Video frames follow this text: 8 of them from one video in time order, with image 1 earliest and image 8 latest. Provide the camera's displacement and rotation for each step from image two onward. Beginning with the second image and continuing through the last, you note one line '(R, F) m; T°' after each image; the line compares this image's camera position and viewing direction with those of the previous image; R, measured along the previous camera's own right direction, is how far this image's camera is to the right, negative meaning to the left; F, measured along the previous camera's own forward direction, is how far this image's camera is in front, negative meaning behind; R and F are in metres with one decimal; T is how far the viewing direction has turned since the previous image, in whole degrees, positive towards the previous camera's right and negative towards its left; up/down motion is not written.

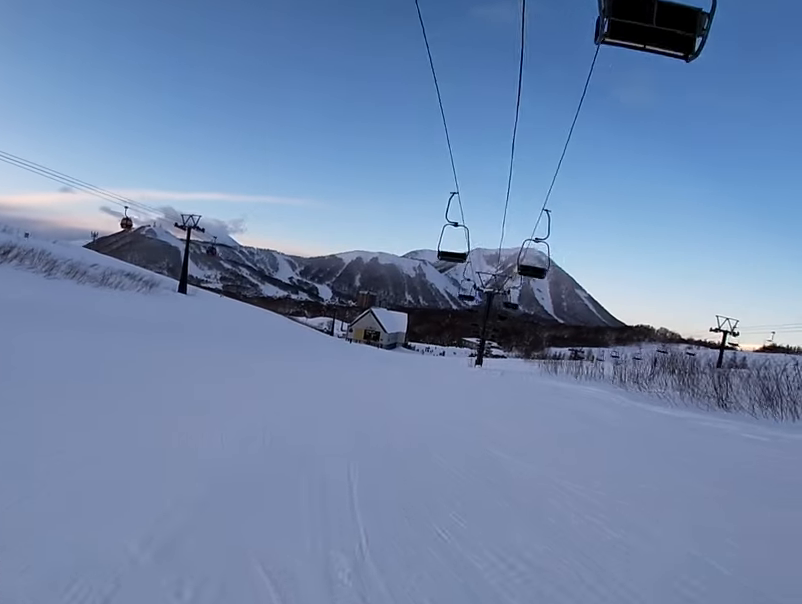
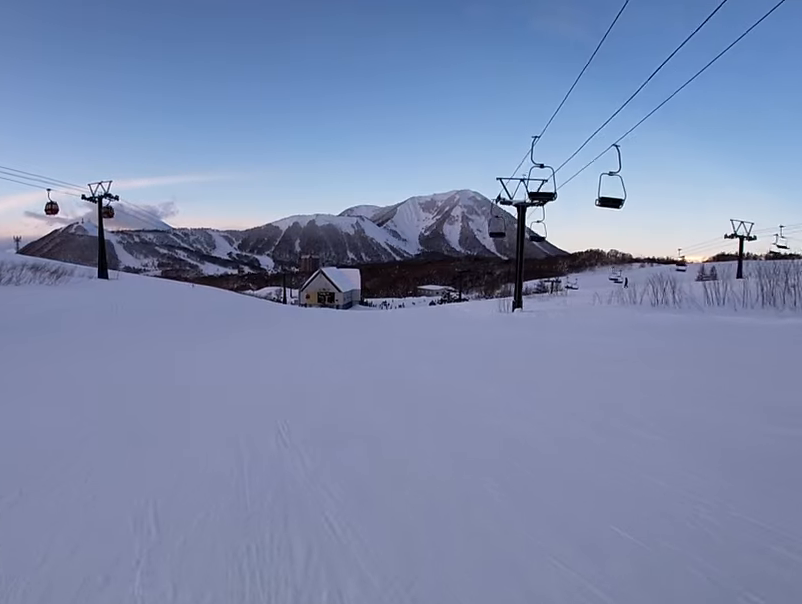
(+0.9, +15.6) m; +4°
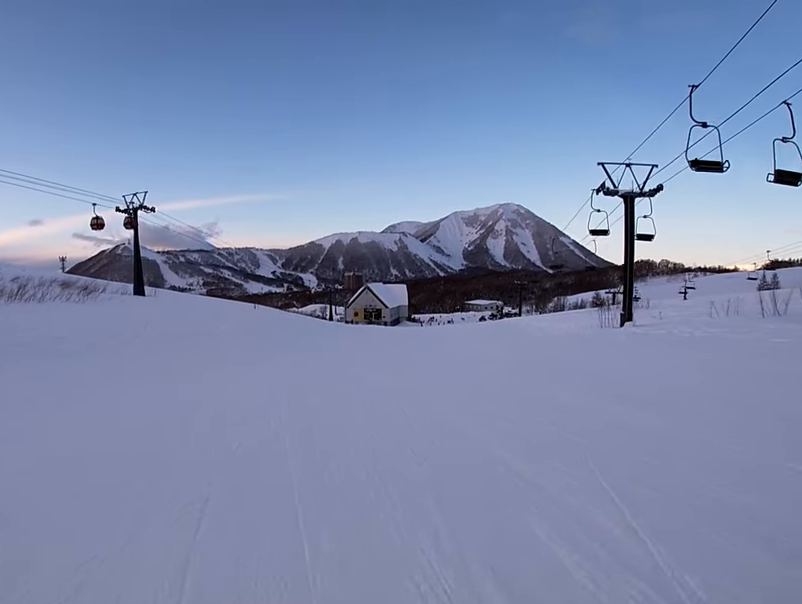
(0.0, +6.9) m; -1°
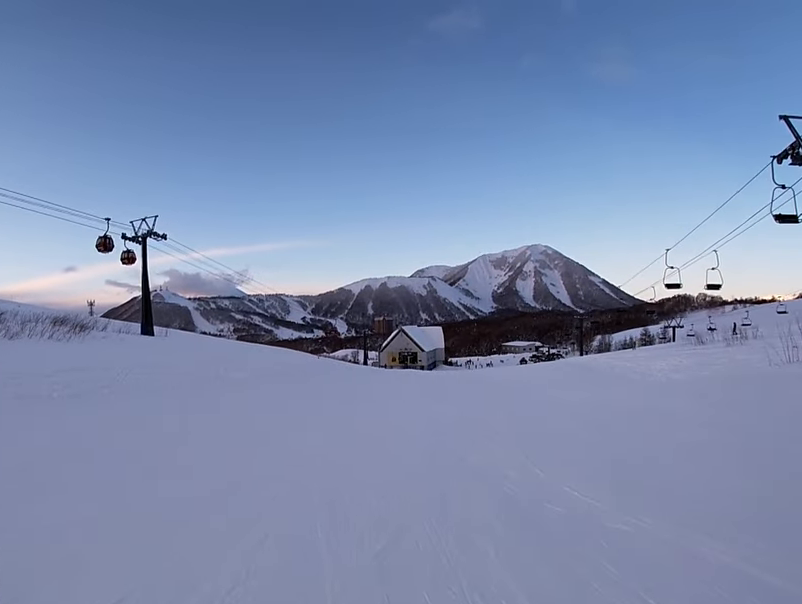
(-0.4, +11.8) m; -4°
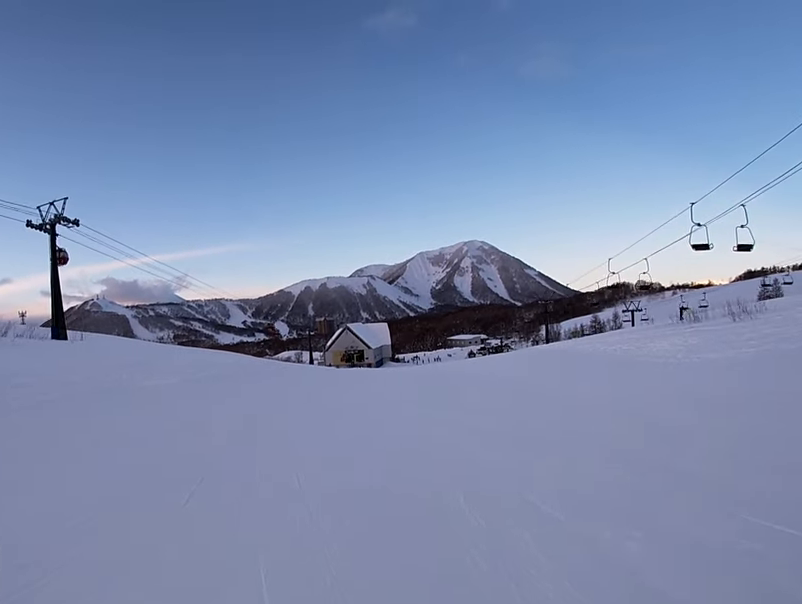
(-0.1, +9.0) m; +4°
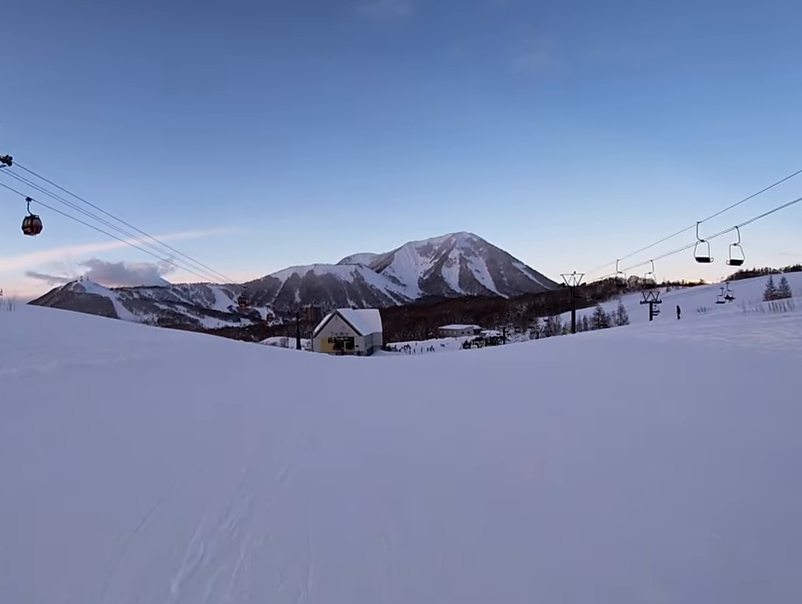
(+1.5, +12.2) m; +9°
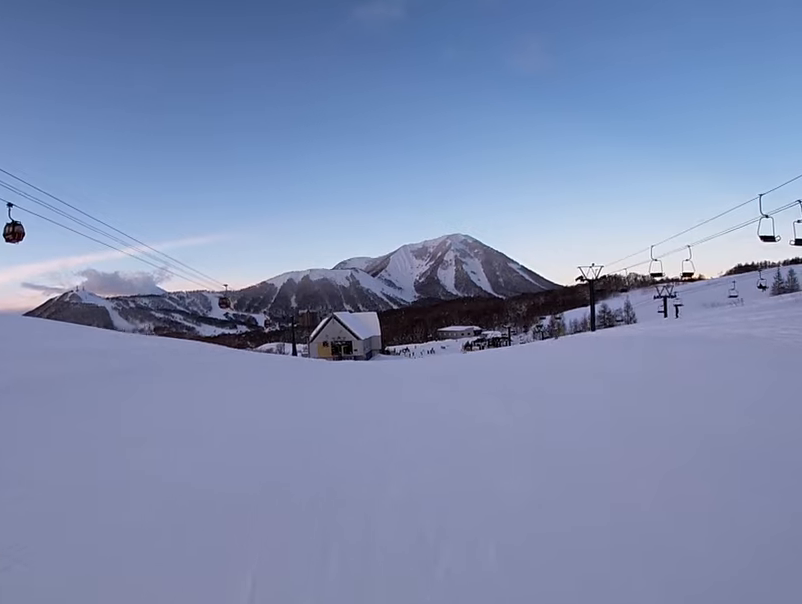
(0.0, +6.5) m; +1°
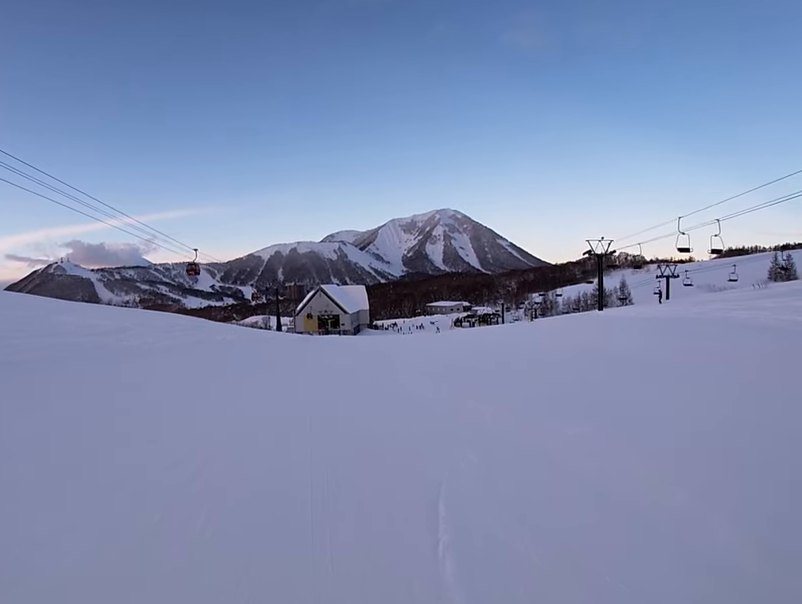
(-0.1, +5.4) m; 0°
